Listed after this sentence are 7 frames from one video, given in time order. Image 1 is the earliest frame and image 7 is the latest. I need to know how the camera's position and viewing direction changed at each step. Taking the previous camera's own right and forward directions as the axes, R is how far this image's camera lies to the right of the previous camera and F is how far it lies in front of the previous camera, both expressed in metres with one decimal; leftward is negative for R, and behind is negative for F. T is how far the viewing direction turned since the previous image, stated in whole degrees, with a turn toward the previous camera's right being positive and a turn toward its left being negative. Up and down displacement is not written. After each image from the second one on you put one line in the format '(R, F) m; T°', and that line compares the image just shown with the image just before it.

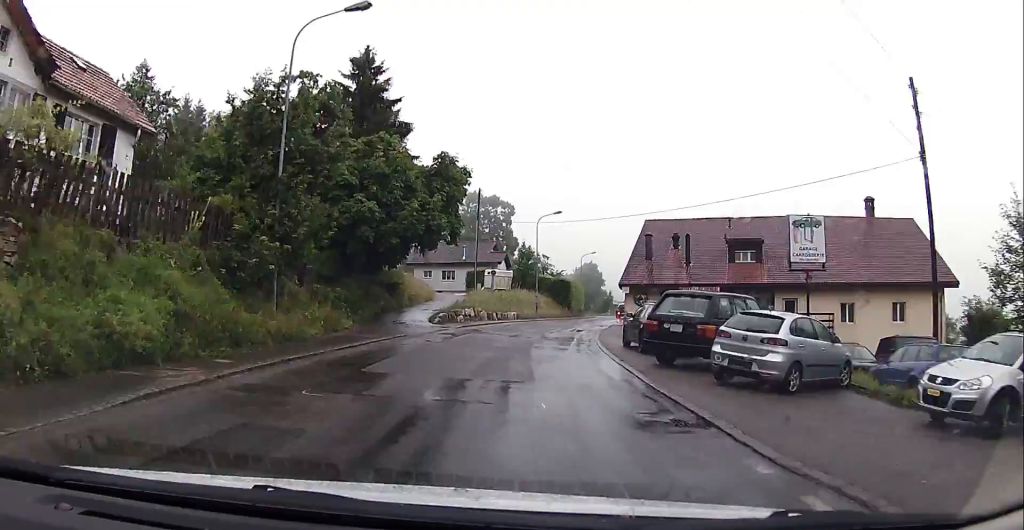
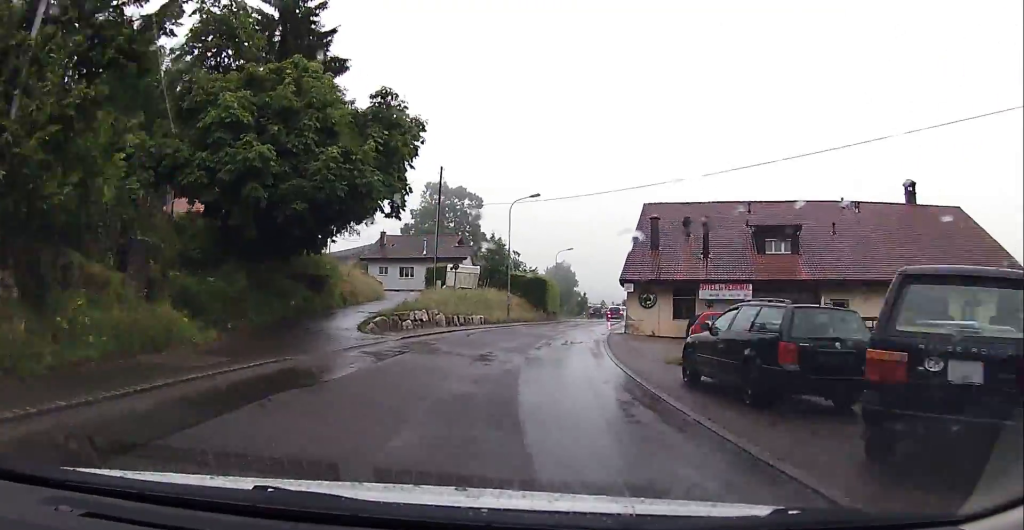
(+0.2, +10.2) m; +3°
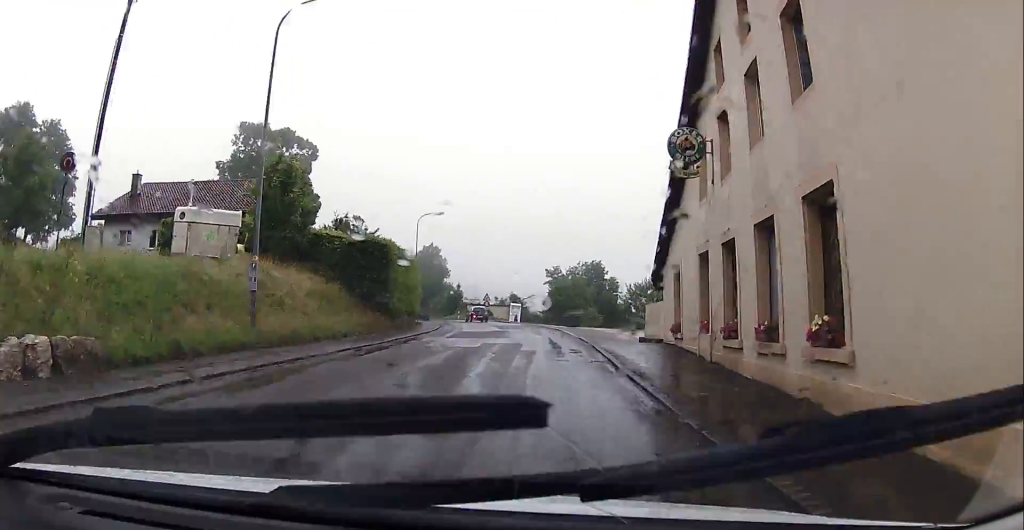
(+3.7, +32.2) m; +12°
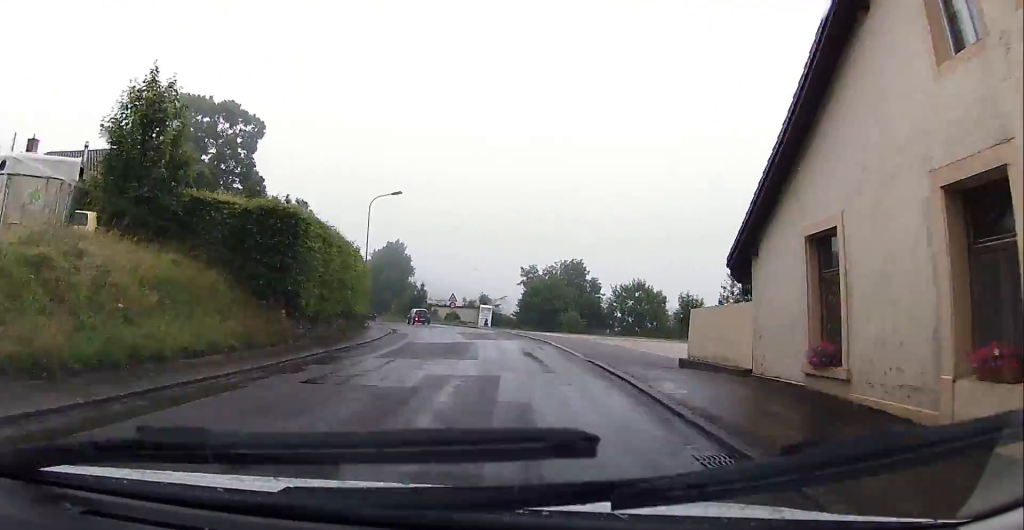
(+0.3, +10.0) m; +3°
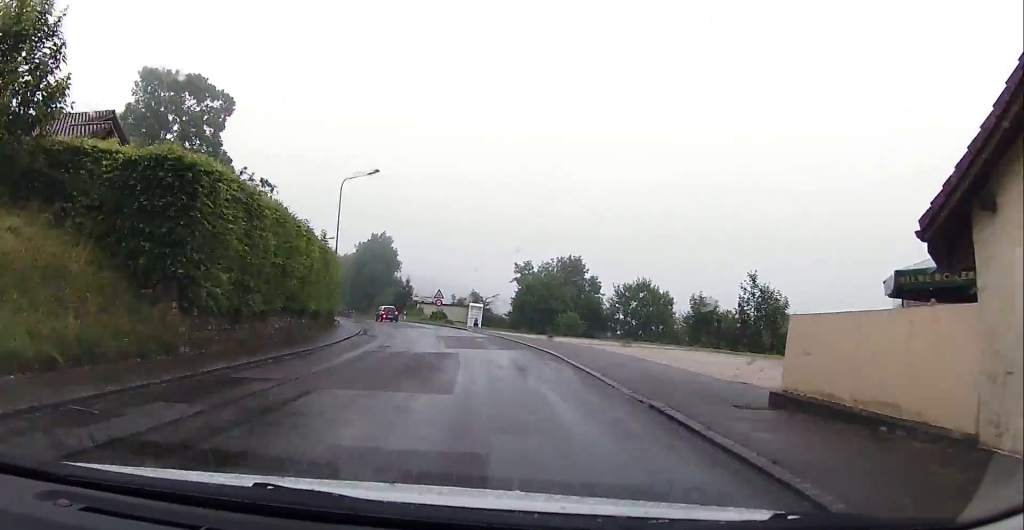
(0.0, +6.7) m; +2°
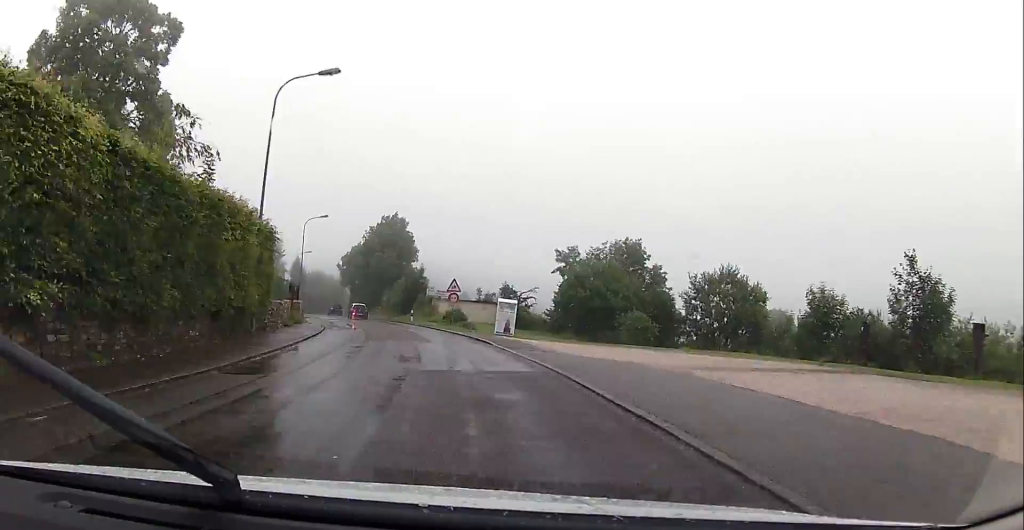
(+0.2, +17.5) m; -4°
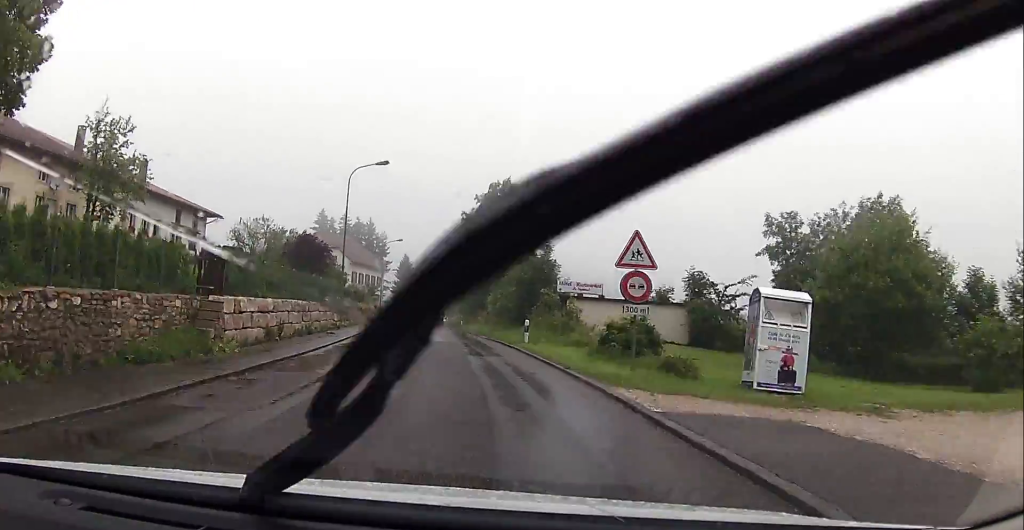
(-2.8, +25.7) m; -10°
